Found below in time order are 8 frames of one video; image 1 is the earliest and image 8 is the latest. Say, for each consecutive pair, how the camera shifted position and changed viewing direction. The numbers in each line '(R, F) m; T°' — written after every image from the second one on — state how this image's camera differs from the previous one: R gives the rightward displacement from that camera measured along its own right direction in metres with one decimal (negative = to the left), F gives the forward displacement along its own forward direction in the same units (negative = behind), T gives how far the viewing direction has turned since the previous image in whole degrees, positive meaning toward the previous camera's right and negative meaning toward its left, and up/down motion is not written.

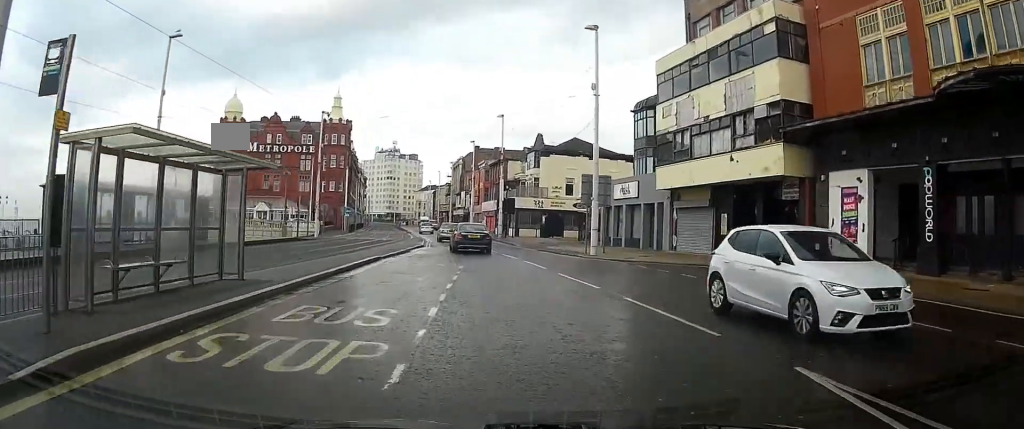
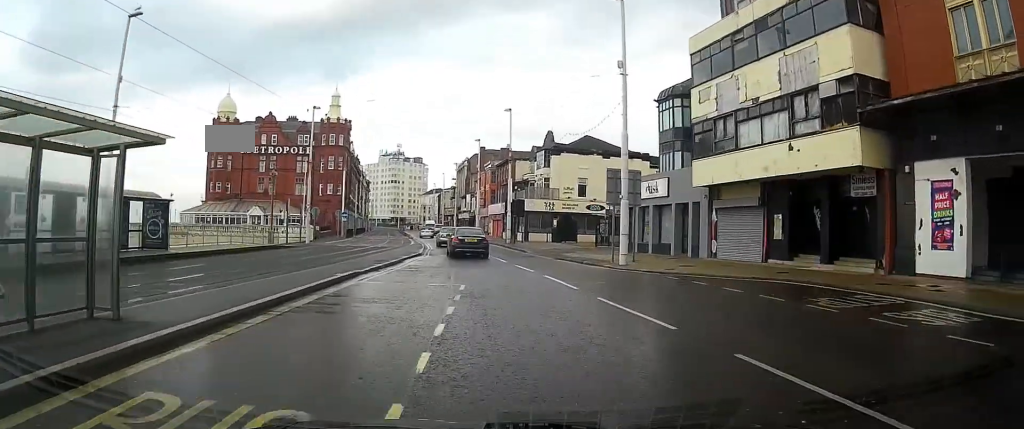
(0.0, +5.2) m; -1°
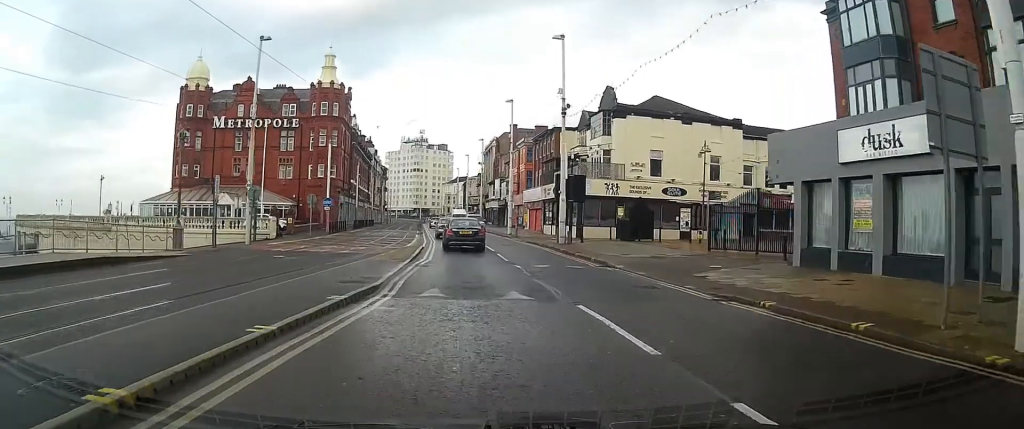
(-0.6, +20.2) m; -3°
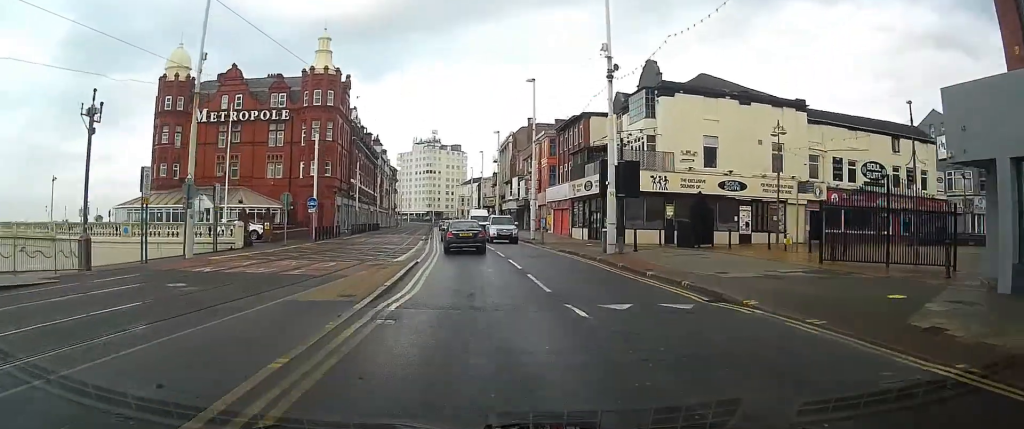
(-0.1, +9.7) m; -1°
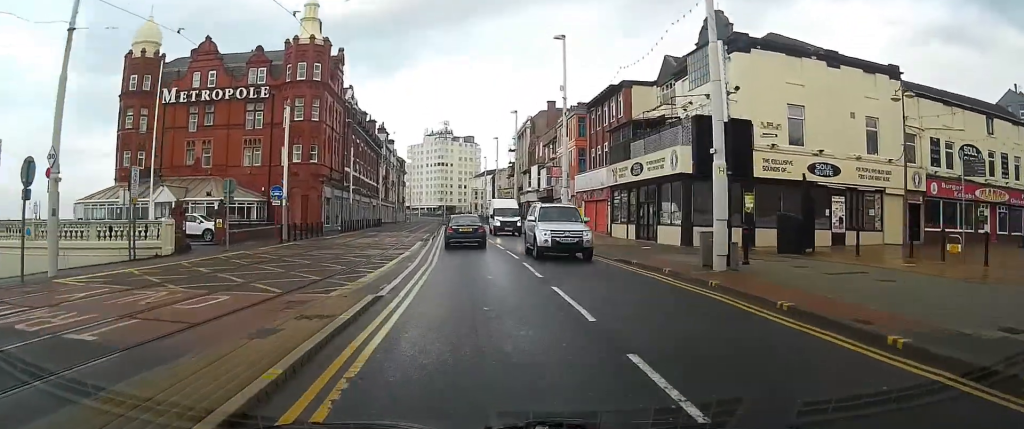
(0.0, +10.7) m; -1°
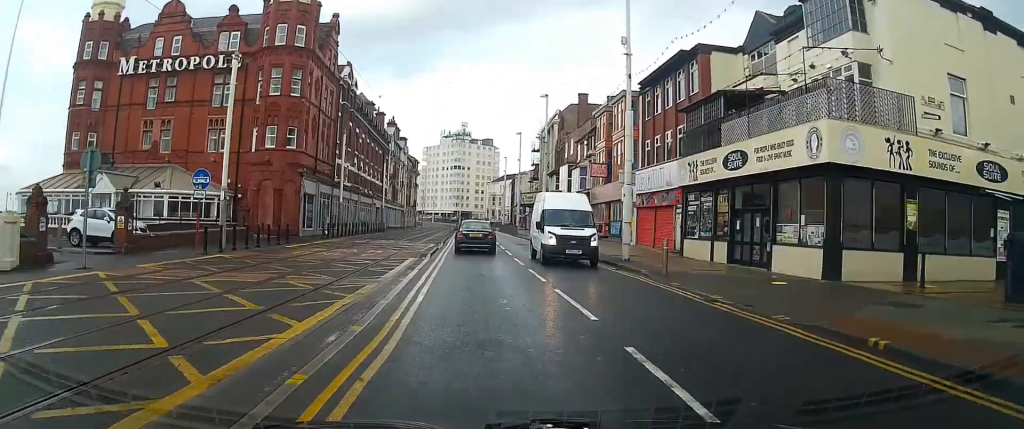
(-0.1, +11.6) m; -1°
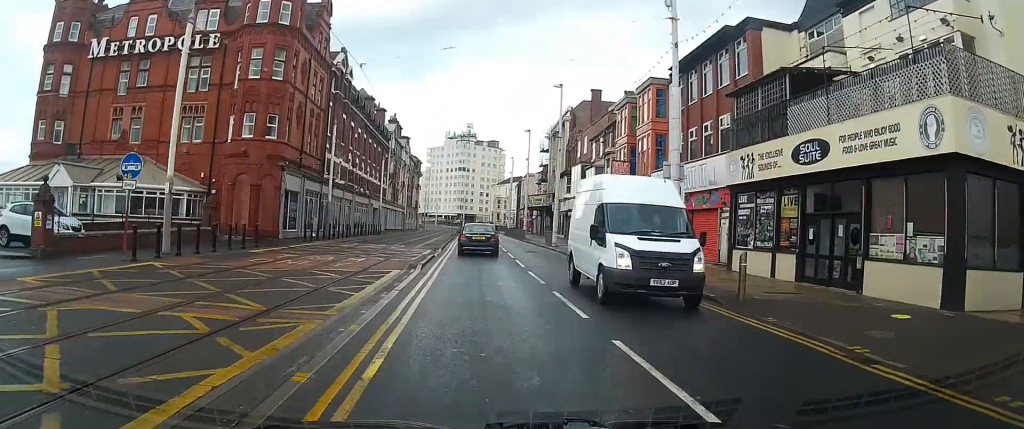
(0.0, +5.1) m; -1°
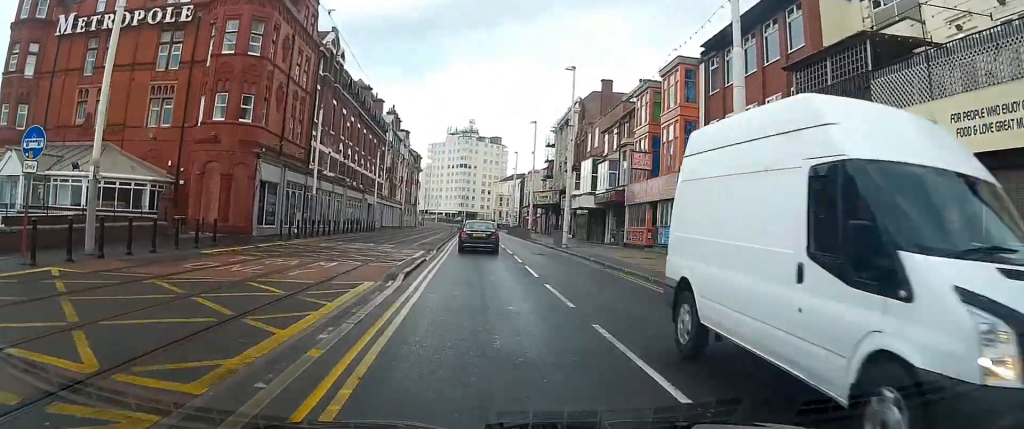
(0.0, +4.8) m; -1°
